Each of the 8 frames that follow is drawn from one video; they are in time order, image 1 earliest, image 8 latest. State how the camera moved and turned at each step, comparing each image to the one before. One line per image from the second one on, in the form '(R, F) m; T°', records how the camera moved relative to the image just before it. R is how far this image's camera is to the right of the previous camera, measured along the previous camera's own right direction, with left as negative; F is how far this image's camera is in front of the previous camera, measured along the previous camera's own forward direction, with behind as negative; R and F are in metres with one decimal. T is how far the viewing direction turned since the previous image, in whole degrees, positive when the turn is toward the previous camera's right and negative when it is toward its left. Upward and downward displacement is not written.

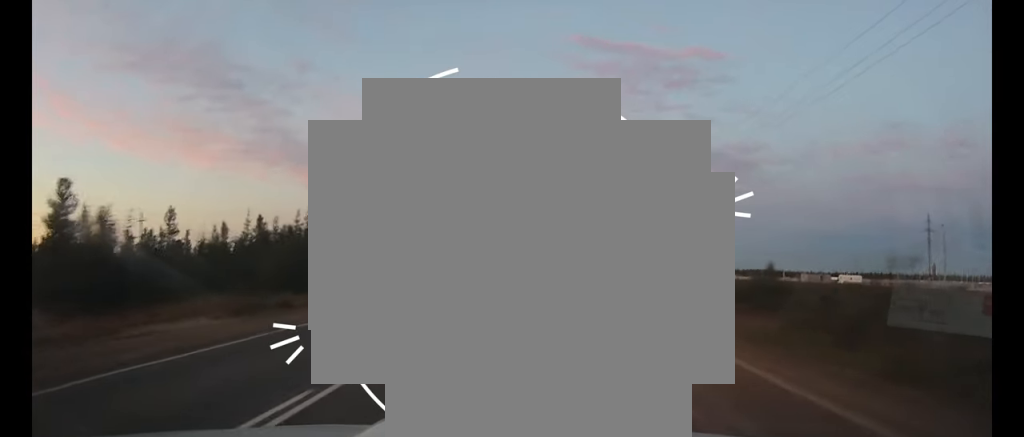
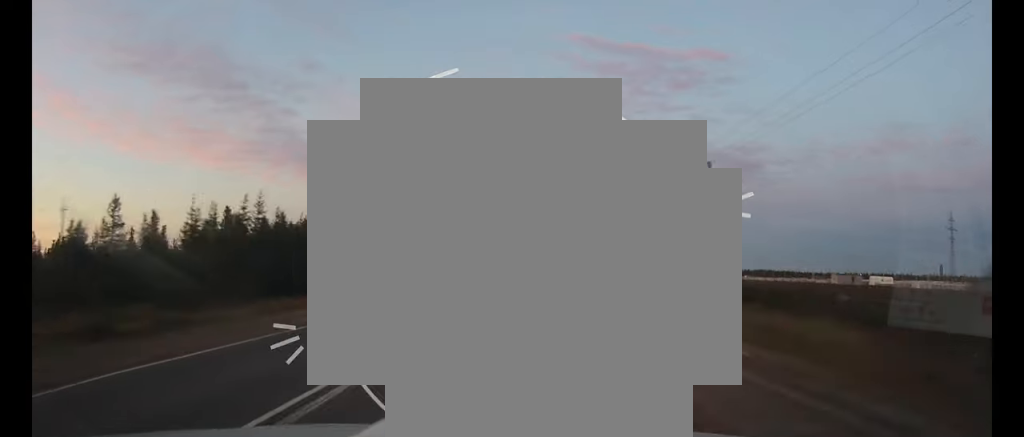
(0.0, +14.5) m; -1°
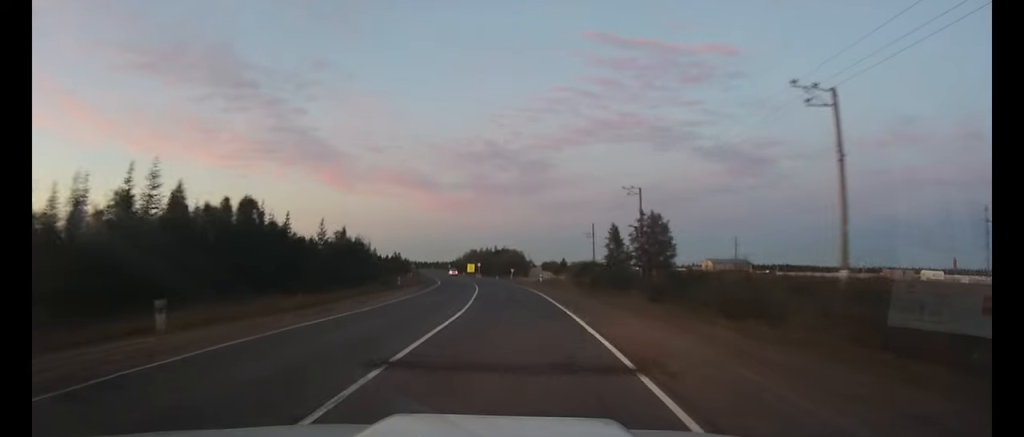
(-0.2, +19.2) m; -2°
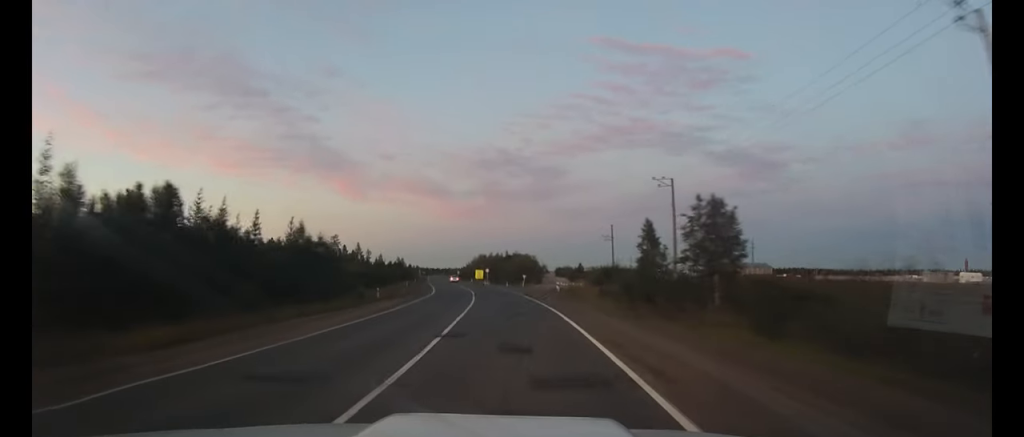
(-0.2, +12.4) m; -2°
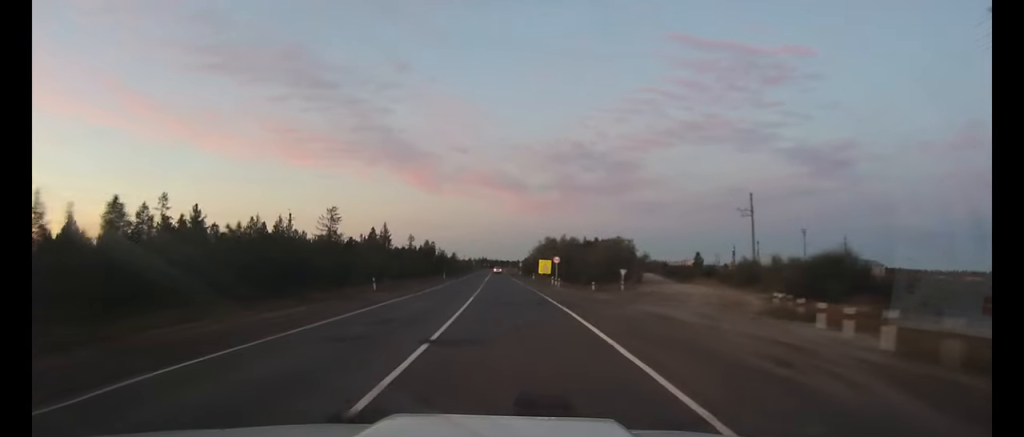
(-3.0, +51.1) m; -7°
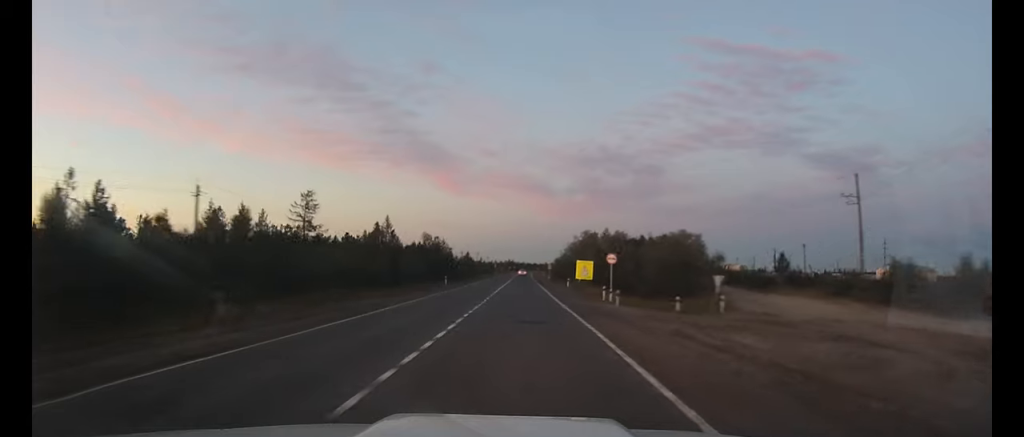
(-0.6, +24.7) m; -2°
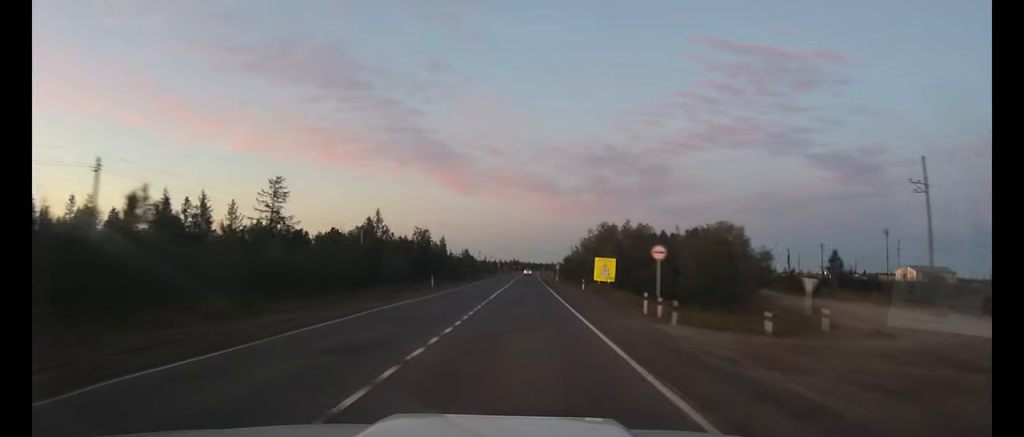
(-0.1, +12.9) m; 0°
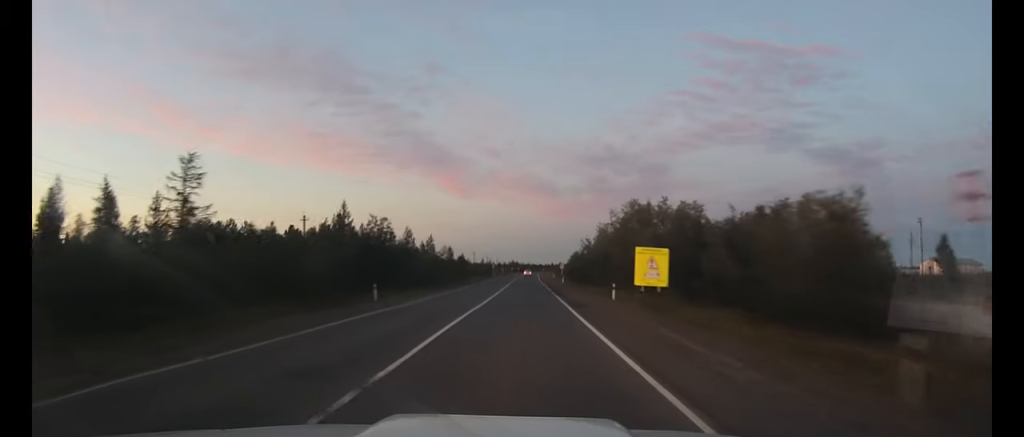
(-0.1, +20.2) m; 0°
